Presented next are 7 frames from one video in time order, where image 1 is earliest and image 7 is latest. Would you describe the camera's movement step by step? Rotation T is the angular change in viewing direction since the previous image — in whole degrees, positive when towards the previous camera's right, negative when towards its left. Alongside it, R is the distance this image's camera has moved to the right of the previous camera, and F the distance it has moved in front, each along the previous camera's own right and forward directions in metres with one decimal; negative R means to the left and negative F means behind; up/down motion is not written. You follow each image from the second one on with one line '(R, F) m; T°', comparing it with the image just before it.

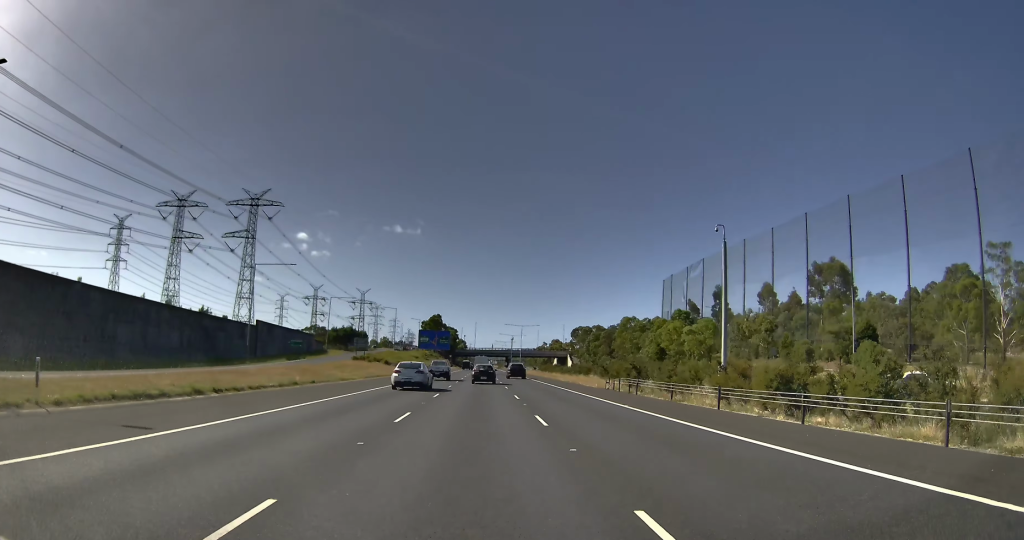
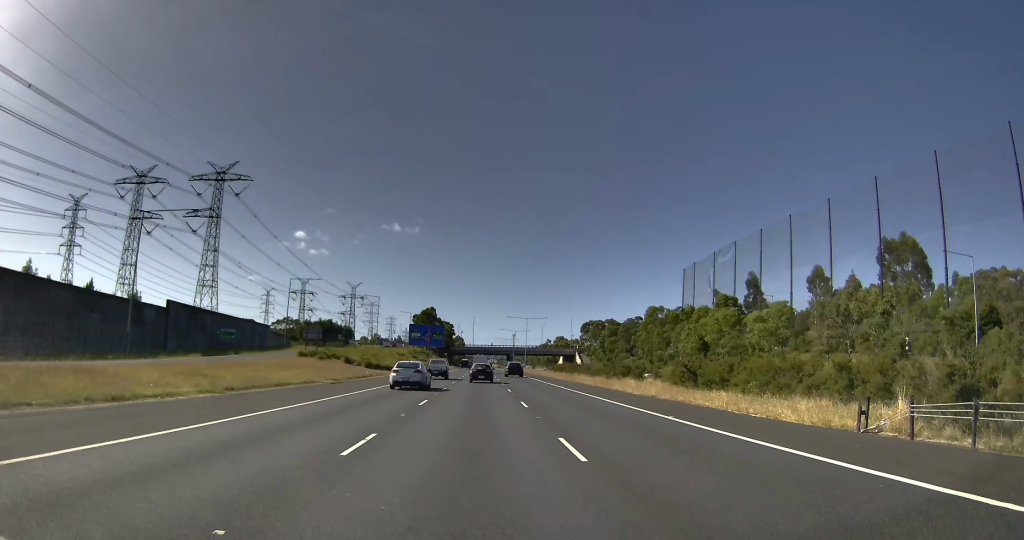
(+0.1, +38.1) m; 0°
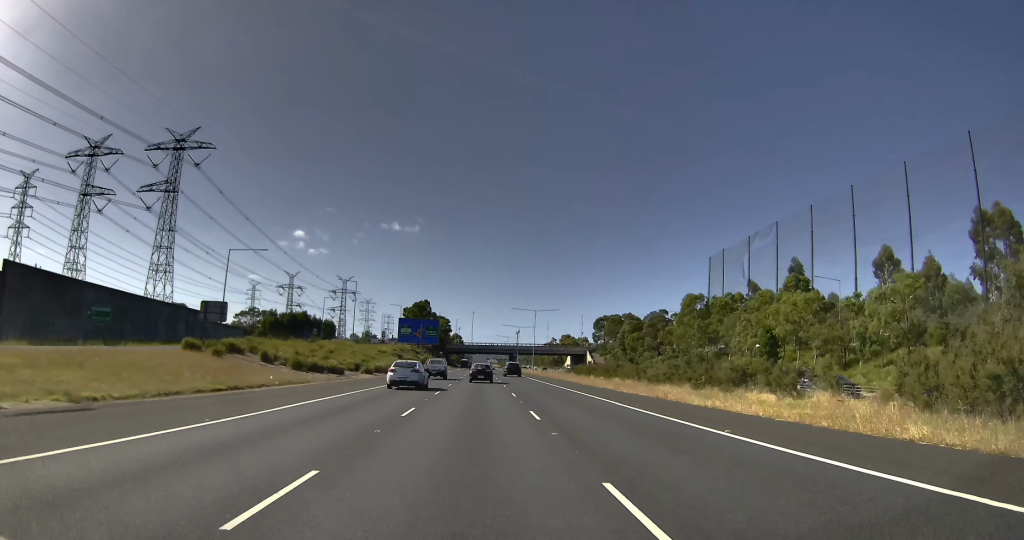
(-0.1, +34.9) m; 0°
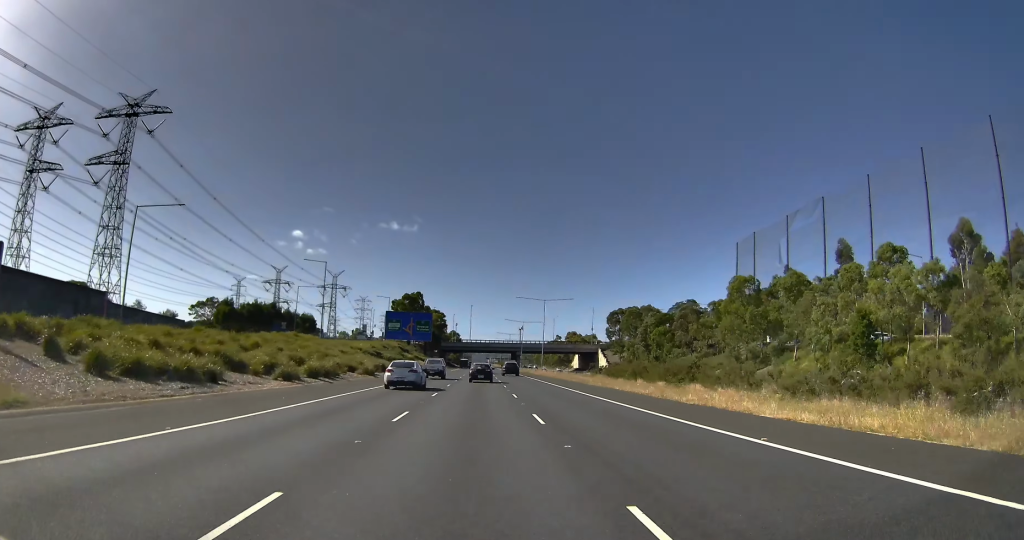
(0.0, +28.2) m; +1°
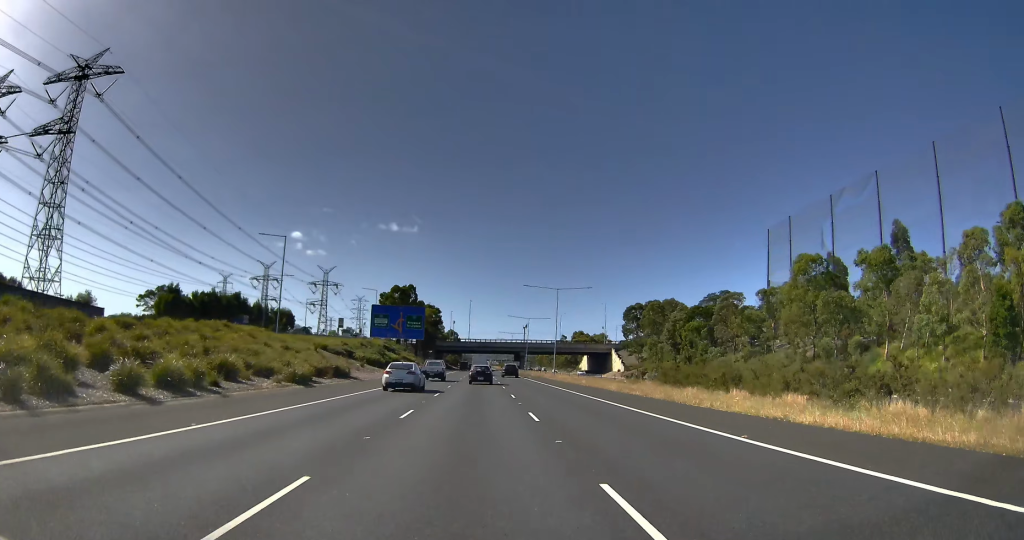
(+0.2, +23.7) m; +1°
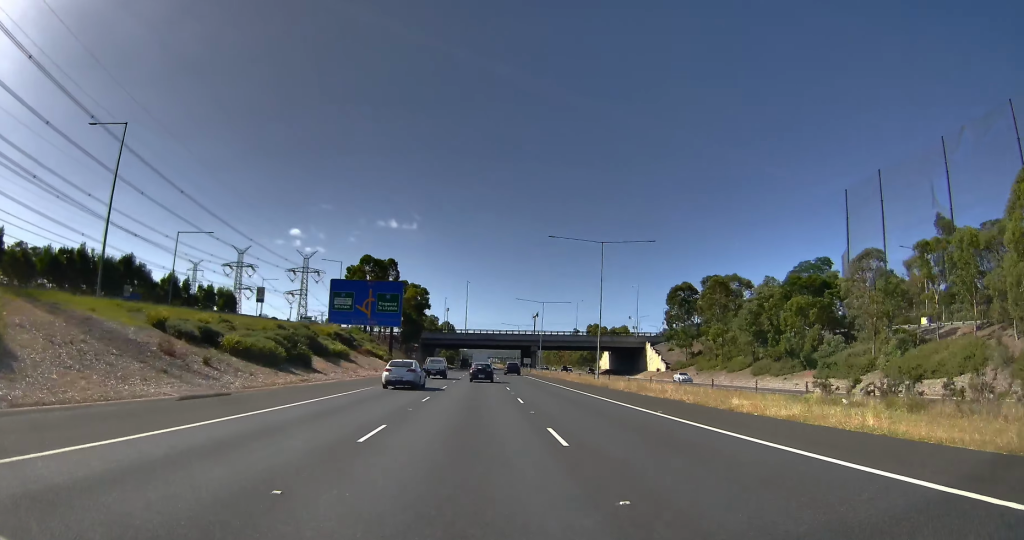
(+0.3, +39.7) m; 0°
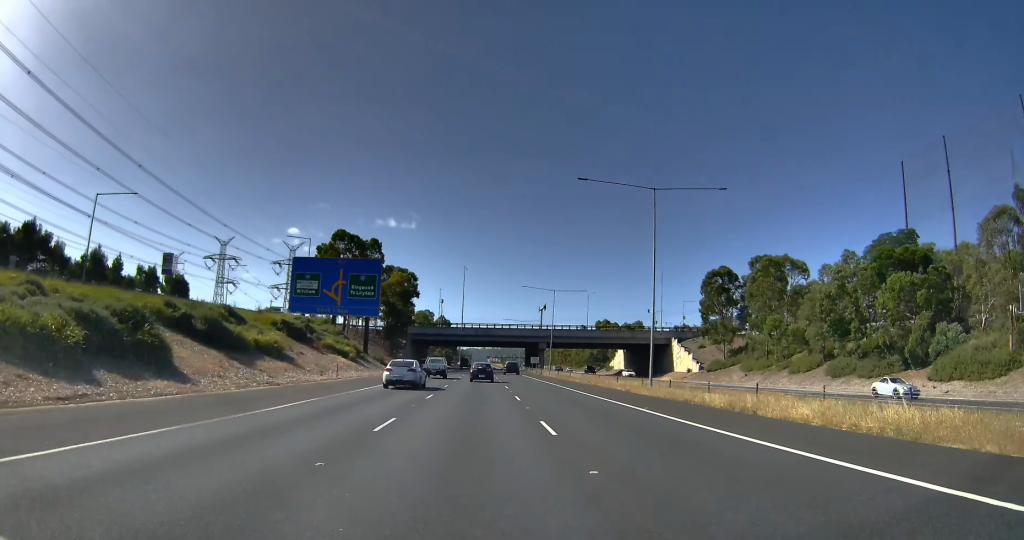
(-0.3, +18.6) m; -1°
